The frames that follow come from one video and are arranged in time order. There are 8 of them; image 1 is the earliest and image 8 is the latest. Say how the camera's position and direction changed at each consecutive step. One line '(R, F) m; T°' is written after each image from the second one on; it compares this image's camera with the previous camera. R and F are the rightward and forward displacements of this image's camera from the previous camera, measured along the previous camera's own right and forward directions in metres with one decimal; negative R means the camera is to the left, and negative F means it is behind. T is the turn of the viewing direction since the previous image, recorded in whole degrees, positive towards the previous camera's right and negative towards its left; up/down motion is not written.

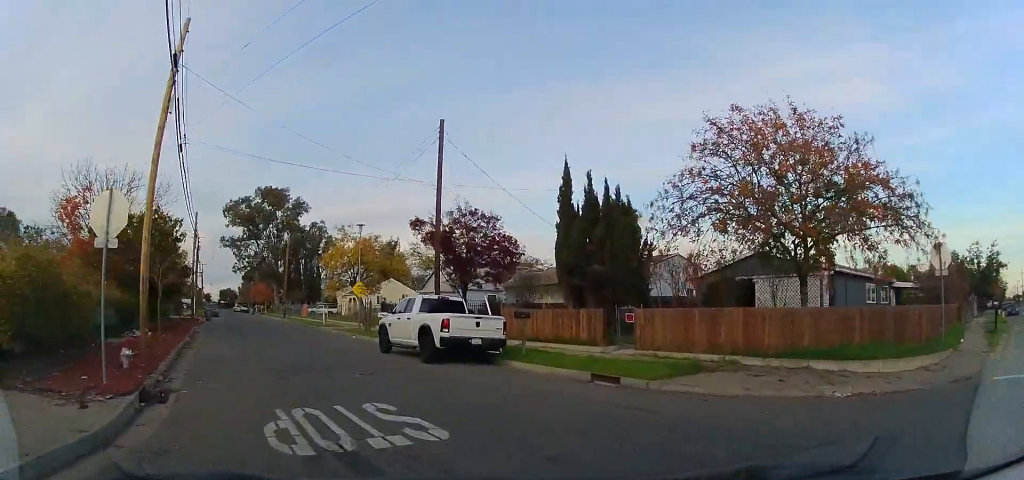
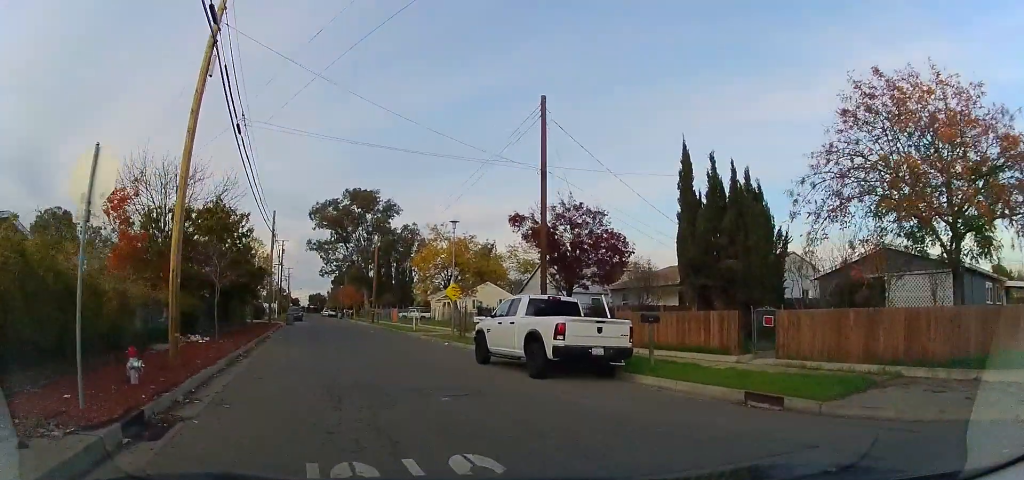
(-0.3, +2.4) m; -8°
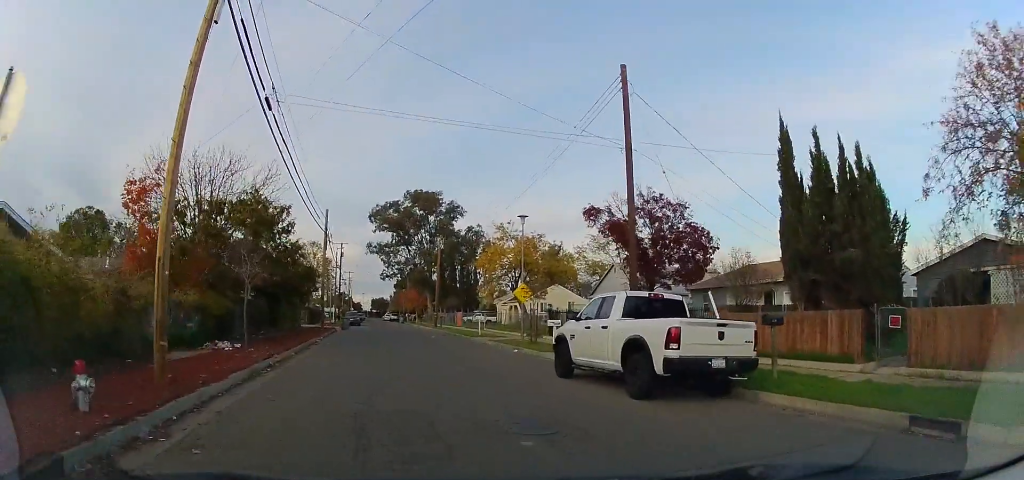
(-0.2, +2.5) m; -6°
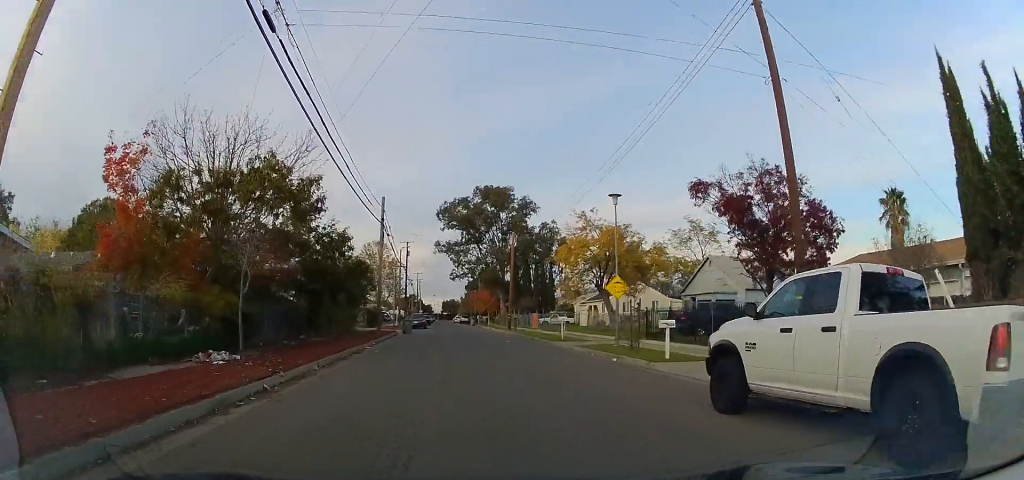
(-0.4, +5.0) m; -8°
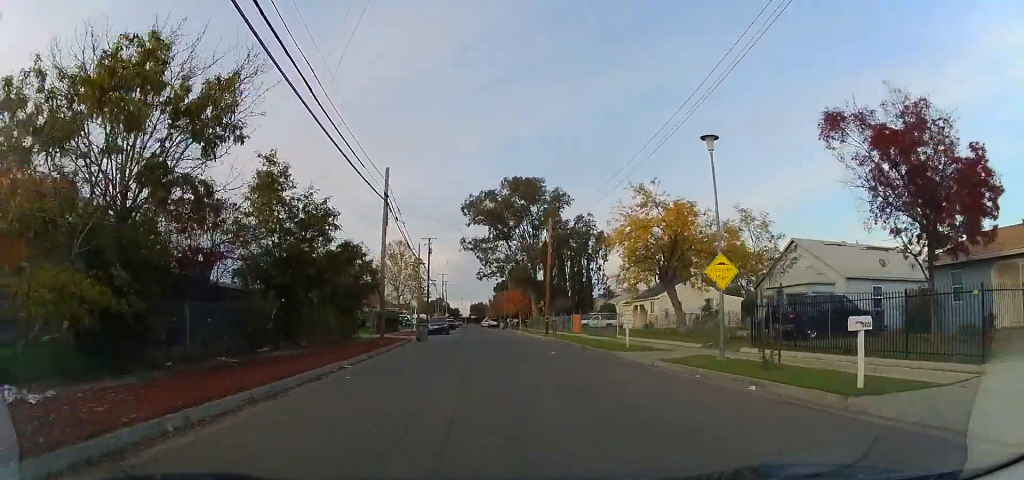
(-0.7, +7.8) m; -7°
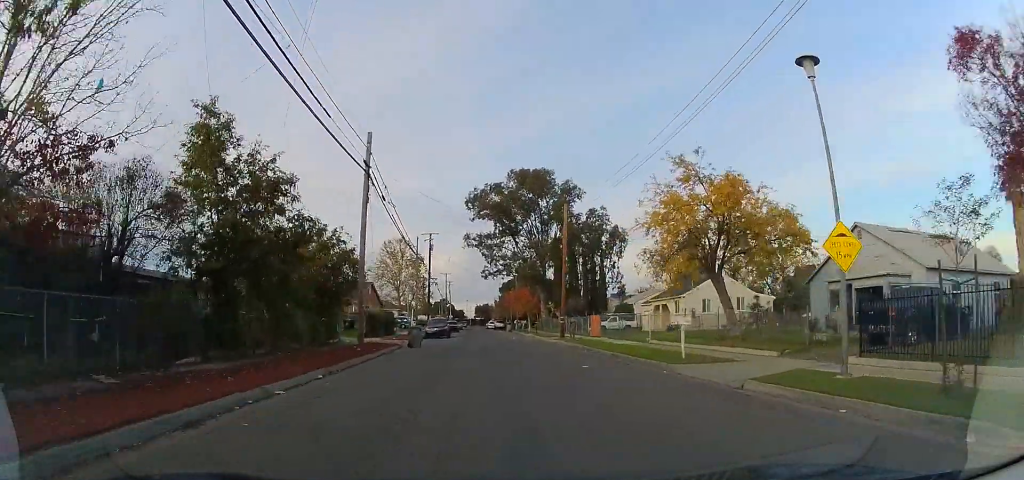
(0.0, +5.5) m; +3°
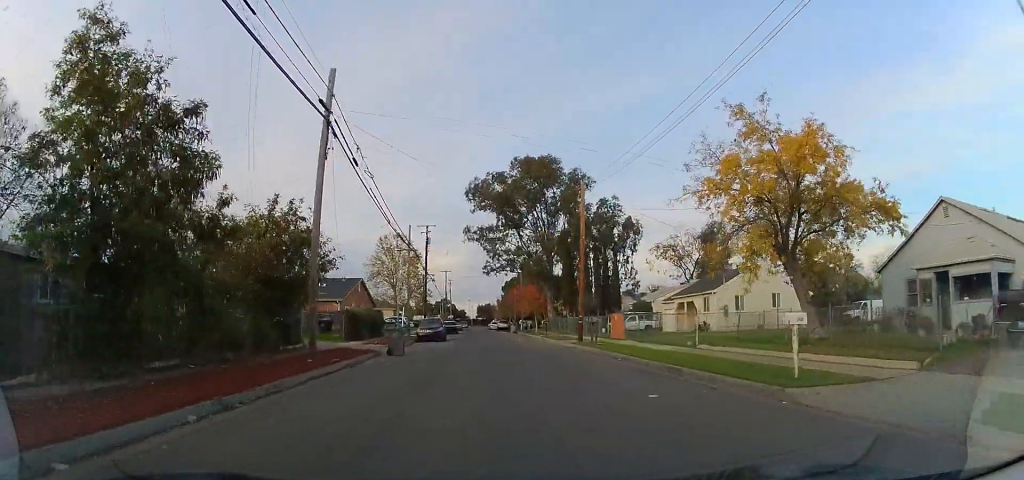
(+0.3, +6.0) m; +1°
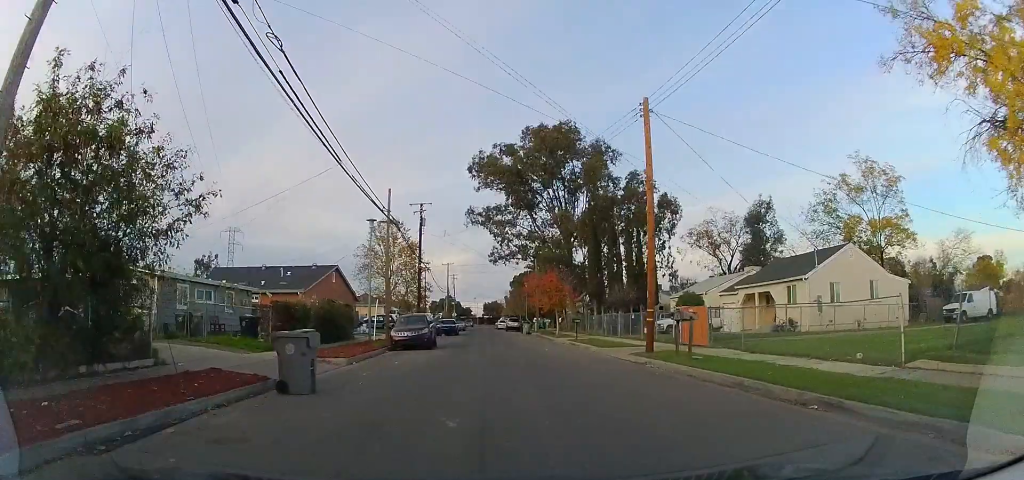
(-0.5, +12.1) m; -3°
